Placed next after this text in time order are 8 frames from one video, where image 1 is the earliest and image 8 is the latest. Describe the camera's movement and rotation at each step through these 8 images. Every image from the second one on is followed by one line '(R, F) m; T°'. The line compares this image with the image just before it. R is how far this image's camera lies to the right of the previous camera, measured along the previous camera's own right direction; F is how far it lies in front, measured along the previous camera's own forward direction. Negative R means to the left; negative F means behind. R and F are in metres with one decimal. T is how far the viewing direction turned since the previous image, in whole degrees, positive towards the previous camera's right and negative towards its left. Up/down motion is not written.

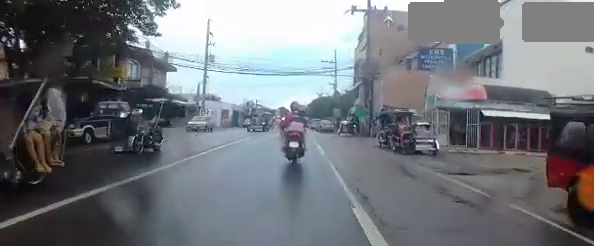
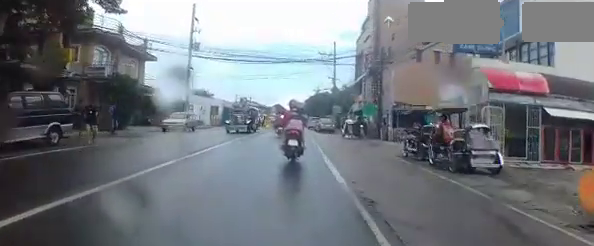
(0.0, +4.4) m; +2°
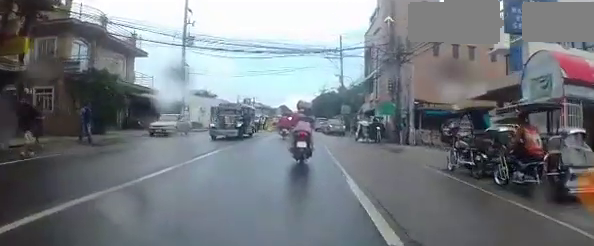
(0.0, +3.1) m; +2°
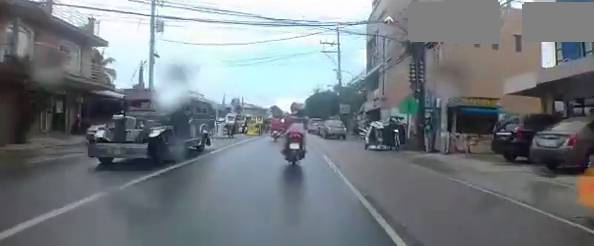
(+0.3, +5.1) m; +1°
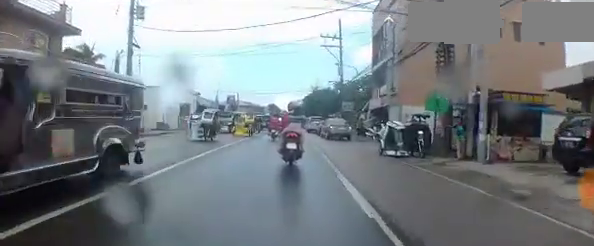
(0.0, +3.2) m; -3°
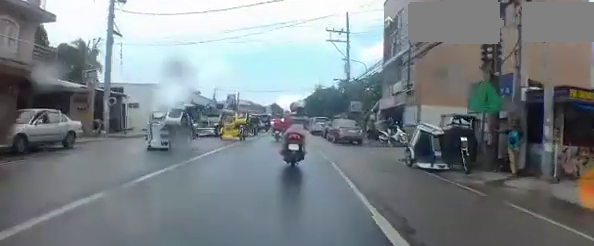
(0.0, +2.9) m; -4°
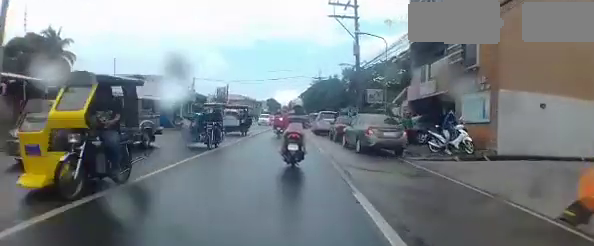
(-0.6, +7.5) m; +1°
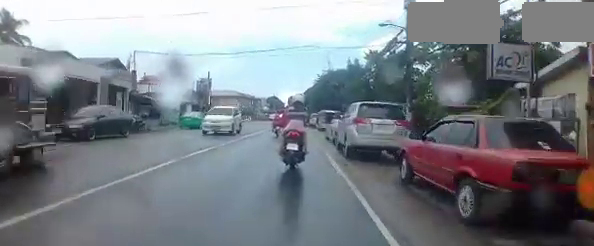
(+0.9, +14.1) m; +4°
